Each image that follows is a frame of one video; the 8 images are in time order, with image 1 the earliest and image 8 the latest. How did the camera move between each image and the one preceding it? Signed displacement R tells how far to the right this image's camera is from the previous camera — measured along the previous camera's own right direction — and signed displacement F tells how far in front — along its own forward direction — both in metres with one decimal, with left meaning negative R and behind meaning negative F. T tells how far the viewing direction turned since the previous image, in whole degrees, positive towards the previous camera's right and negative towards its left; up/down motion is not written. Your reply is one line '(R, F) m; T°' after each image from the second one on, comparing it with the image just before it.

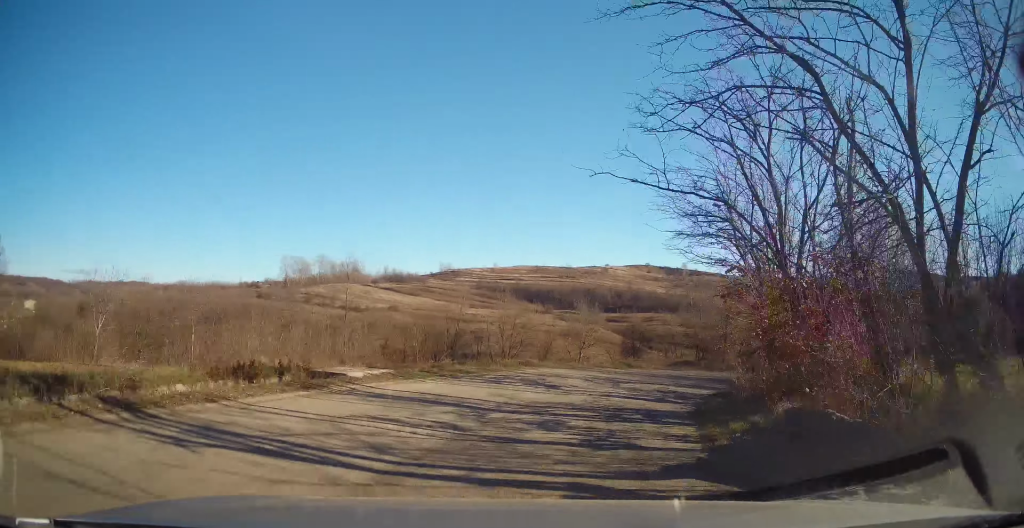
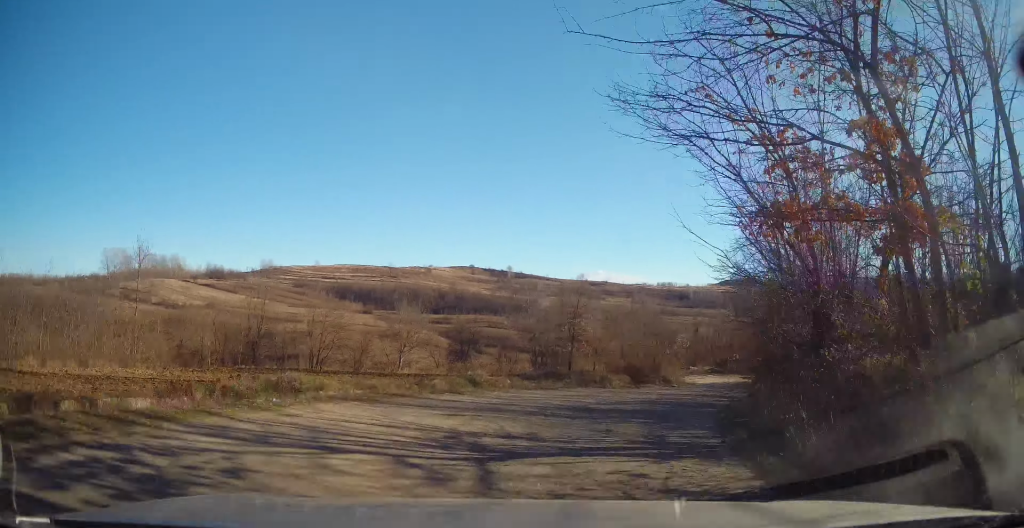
(+1.5, +10.4) m; +19°
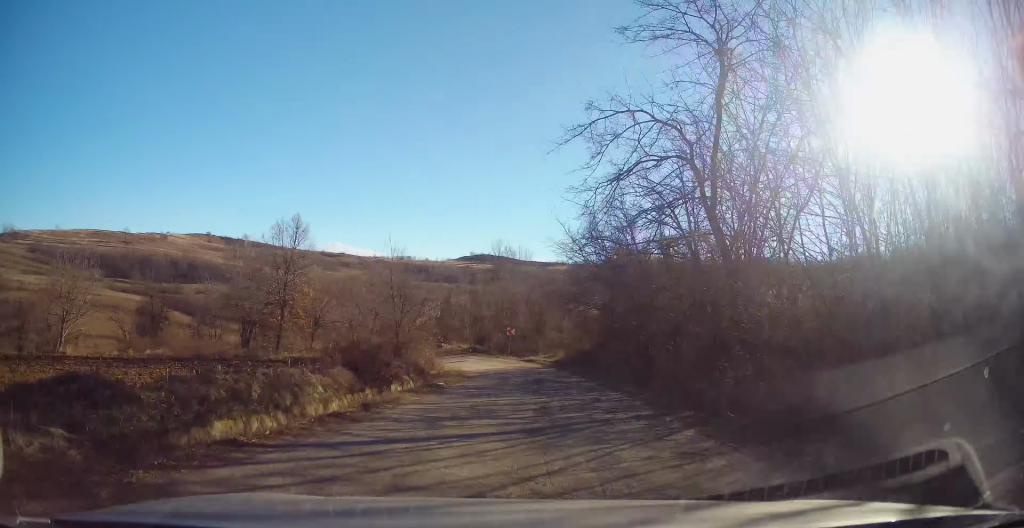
(+4.8, +16.6) m; +29°
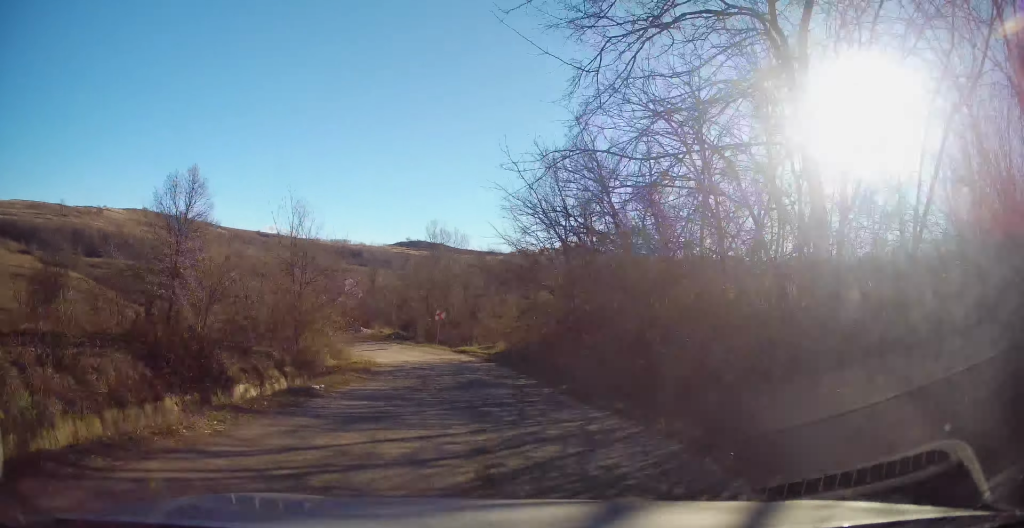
(+0.9, +7.3) m; +5°
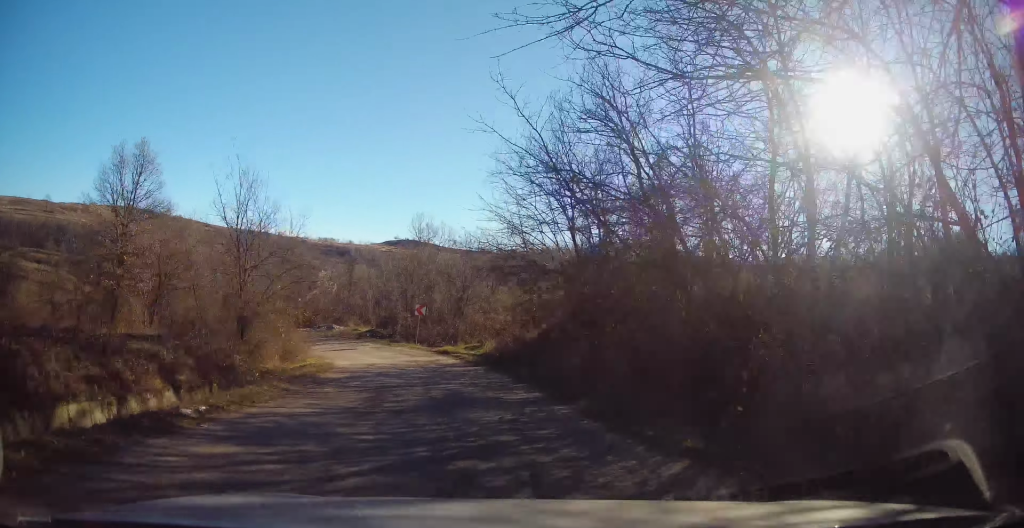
(+0.1, +4.8) m; +1°
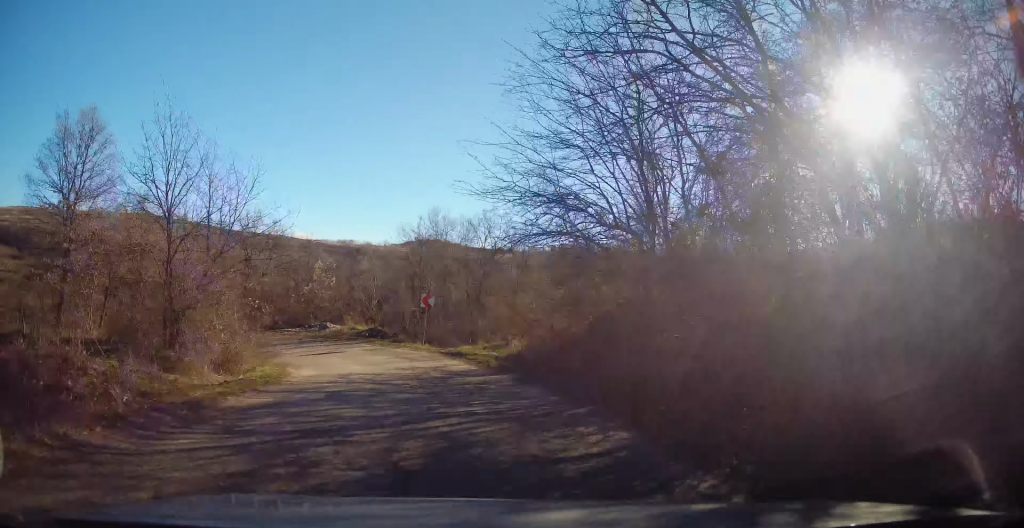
(+0.1, +6.3) m; -1°
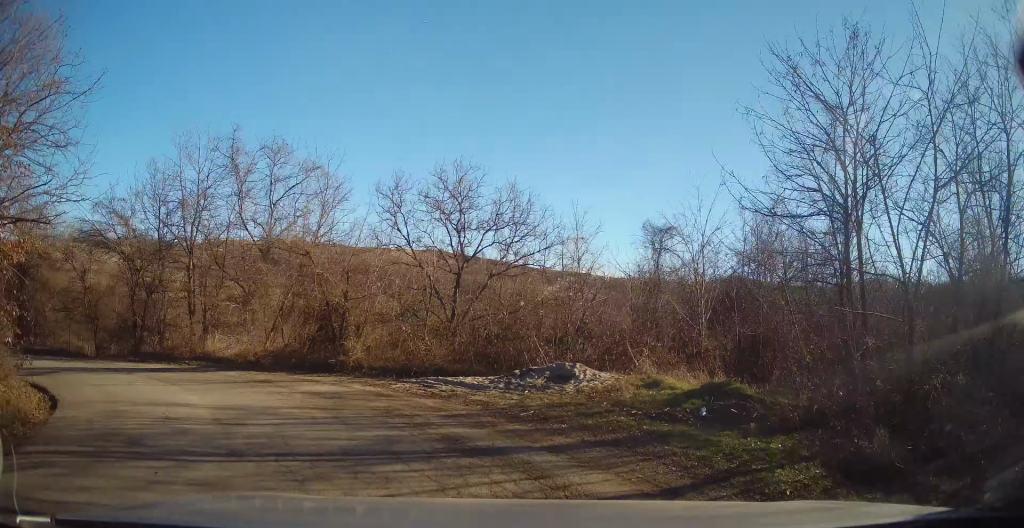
(-3.8, +22.1) m; -29°
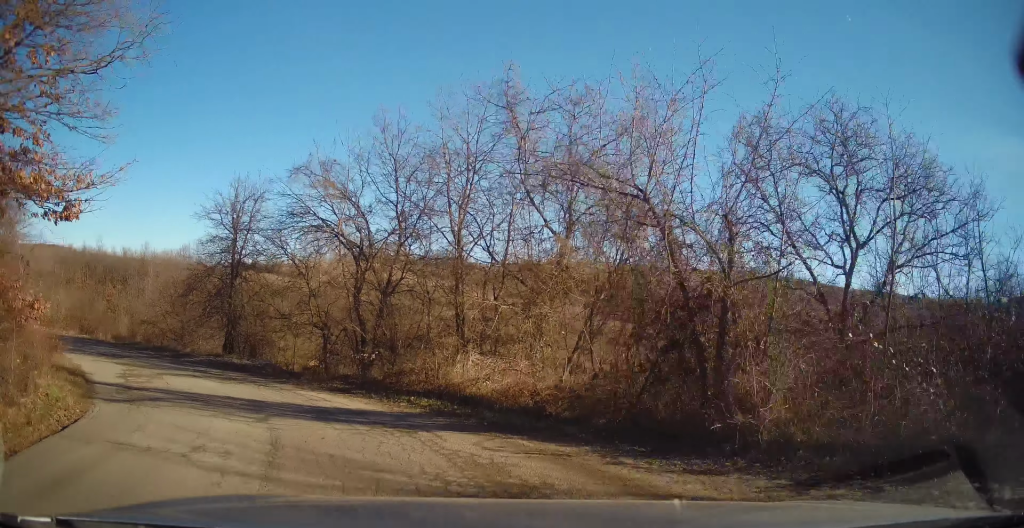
(-2.1, +9.7) m; -33°
